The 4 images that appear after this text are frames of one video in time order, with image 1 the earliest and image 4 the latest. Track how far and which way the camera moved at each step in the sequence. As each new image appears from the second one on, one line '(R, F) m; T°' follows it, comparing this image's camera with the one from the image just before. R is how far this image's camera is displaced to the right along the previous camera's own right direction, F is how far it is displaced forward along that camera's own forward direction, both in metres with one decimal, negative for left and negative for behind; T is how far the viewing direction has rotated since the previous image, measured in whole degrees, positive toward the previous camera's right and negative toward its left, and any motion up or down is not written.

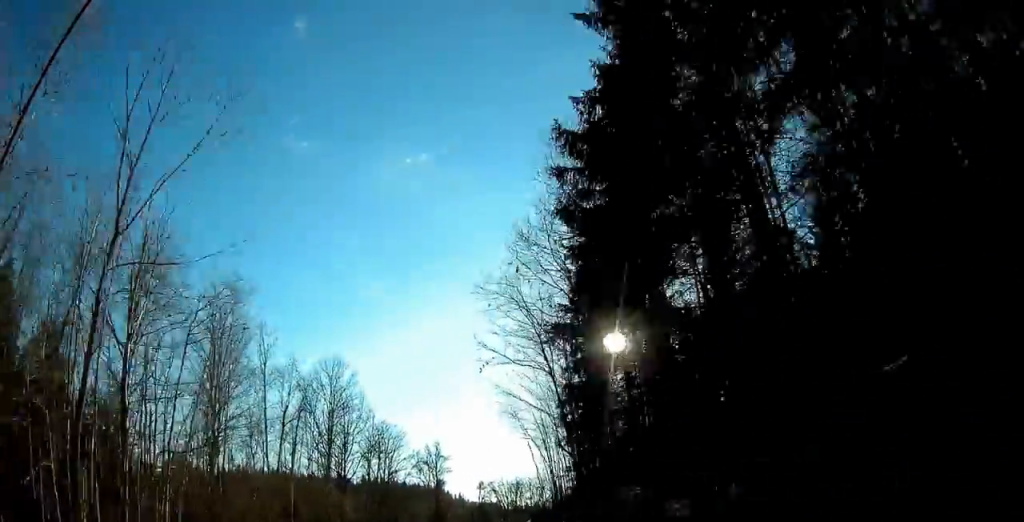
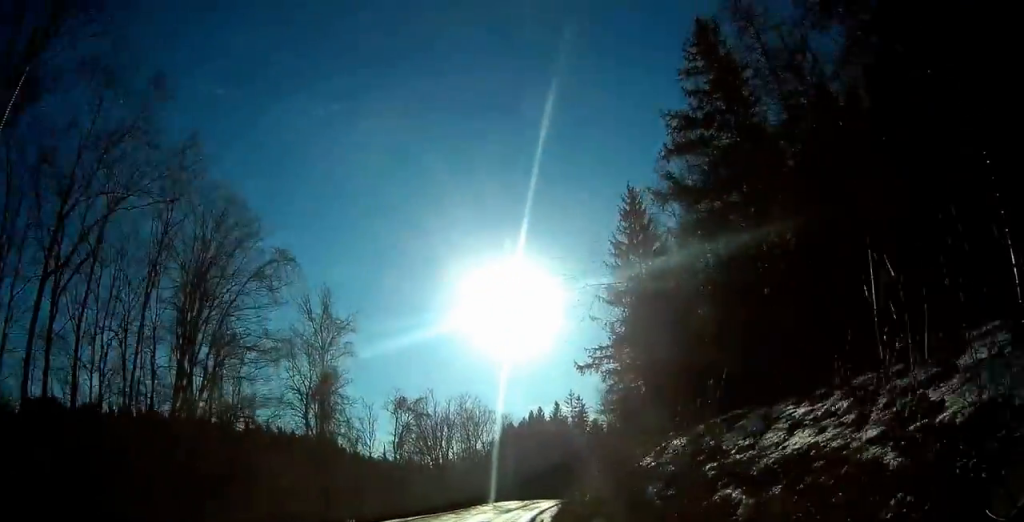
(-0.1, +49.6) m; +8°
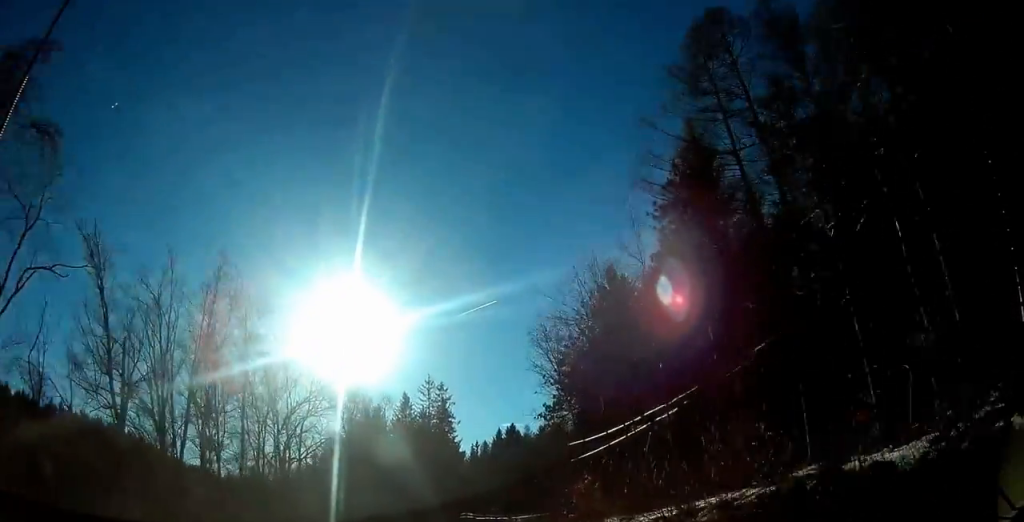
(+7.0, +48.6) m; +15°
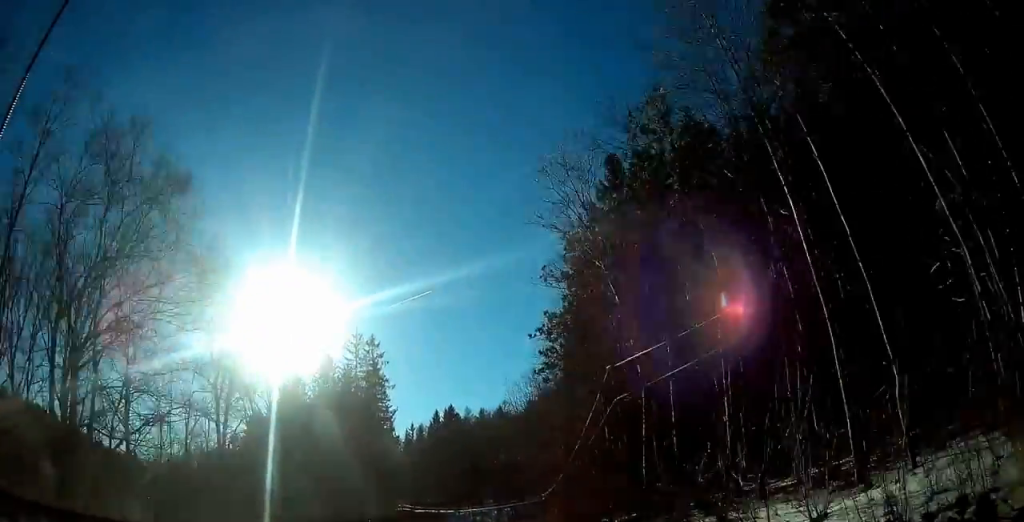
(+1.6, +21.9) m; +8°
